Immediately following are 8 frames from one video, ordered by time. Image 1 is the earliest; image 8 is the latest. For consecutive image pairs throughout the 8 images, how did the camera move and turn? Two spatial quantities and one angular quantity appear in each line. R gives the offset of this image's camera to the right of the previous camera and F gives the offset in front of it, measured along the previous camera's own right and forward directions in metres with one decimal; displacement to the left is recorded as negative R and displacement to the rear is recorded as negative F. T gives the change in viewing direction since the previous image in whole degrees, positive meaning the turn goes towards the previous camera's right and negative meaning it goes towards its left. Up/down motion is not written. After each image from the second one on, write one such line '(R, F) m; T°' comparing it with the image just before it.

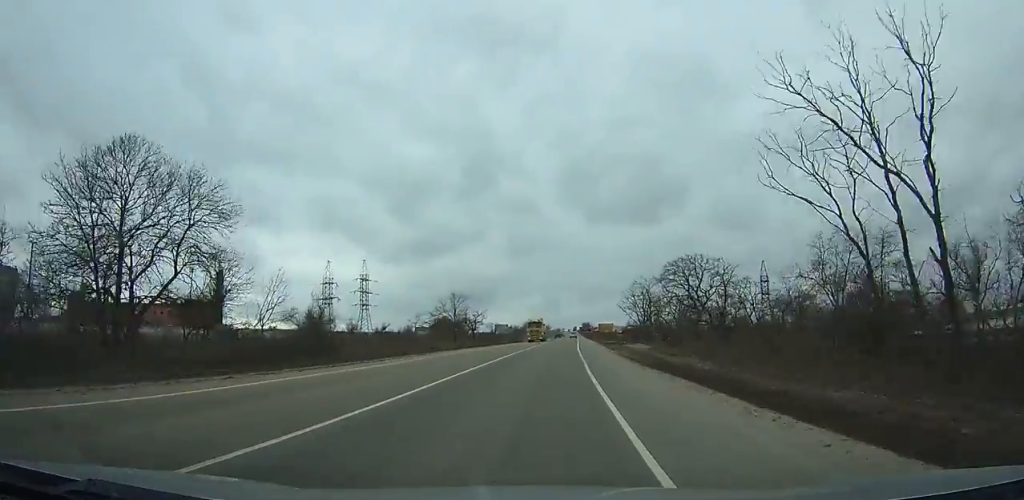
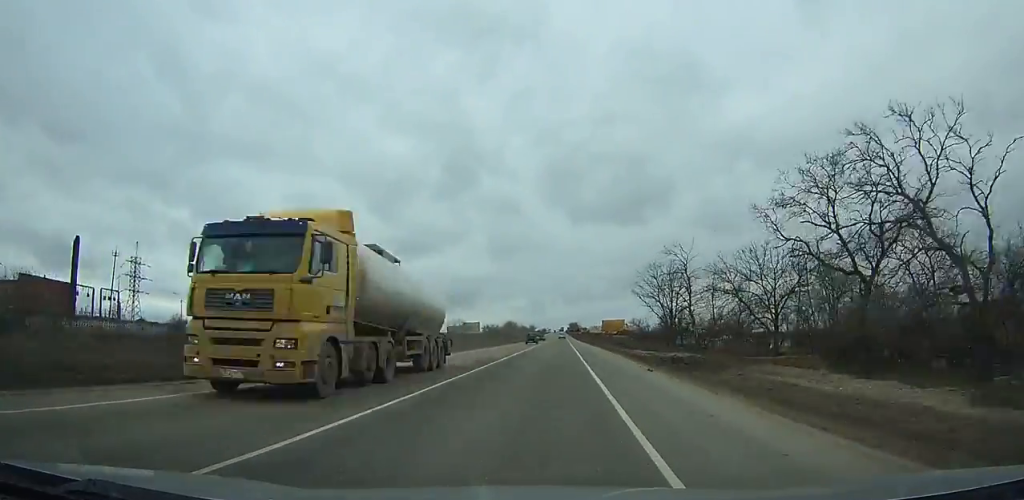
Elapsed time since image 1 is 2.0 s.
(+0.5, +39.9) m; +1°
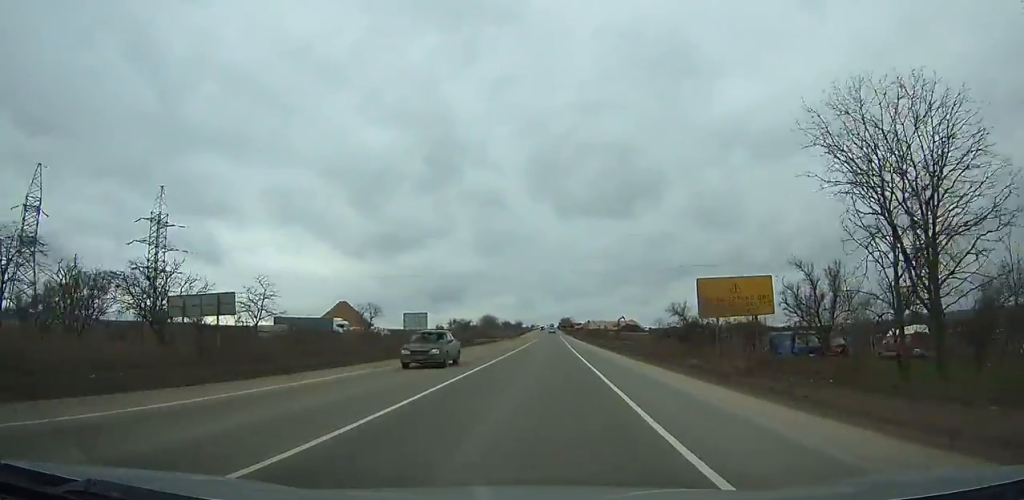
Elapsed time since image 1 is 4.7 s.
(+0.4, +55.5) m; +1°
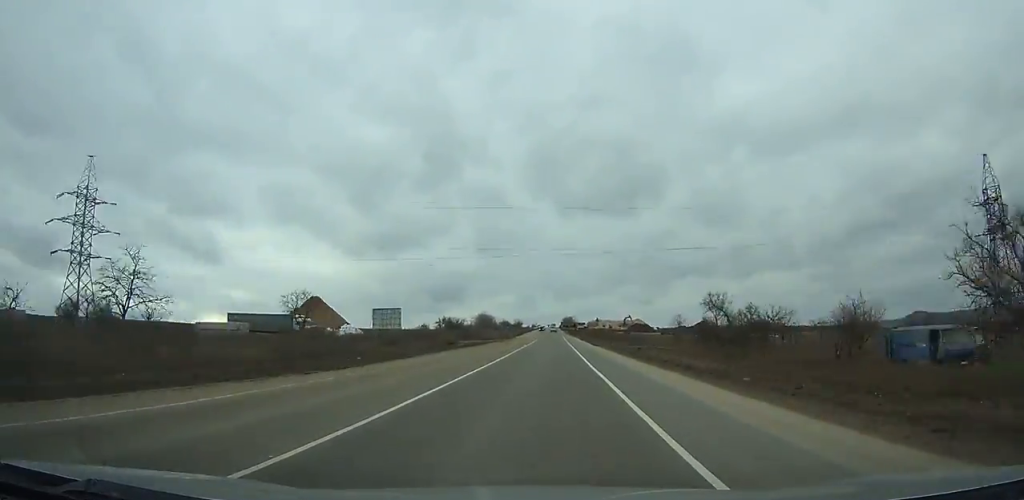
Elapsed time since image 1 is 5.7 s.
(+0.1, +19.1) m; 0°
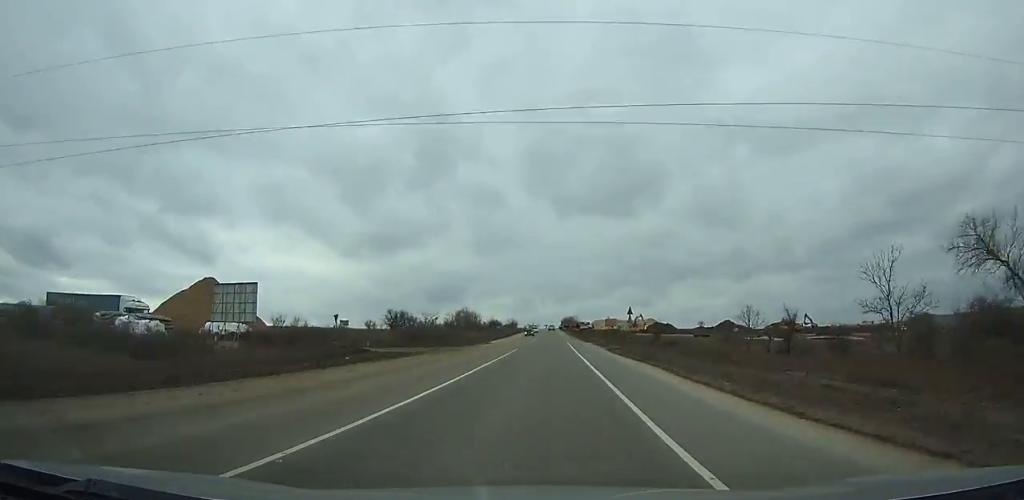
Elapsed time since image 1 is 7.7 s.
(+0.1, +42.3) m; 0°
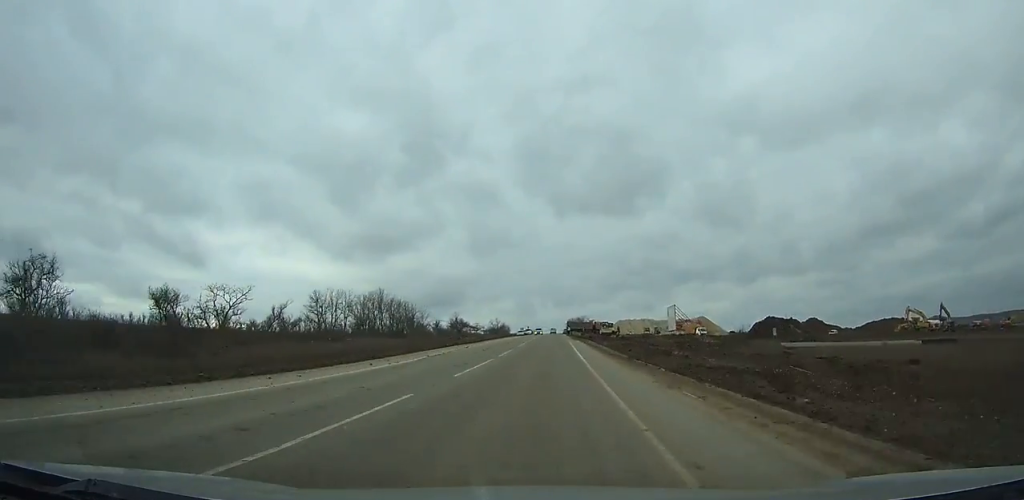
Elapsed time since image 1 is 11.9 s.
(-0.2, +84.3) m; 0°
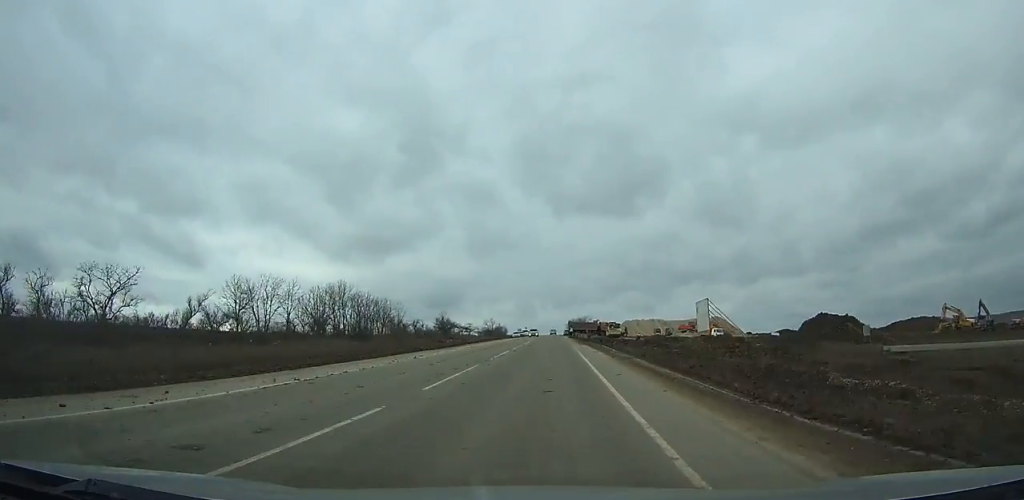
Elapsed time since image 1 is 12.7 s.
(0.0, +15.6) m; 0°
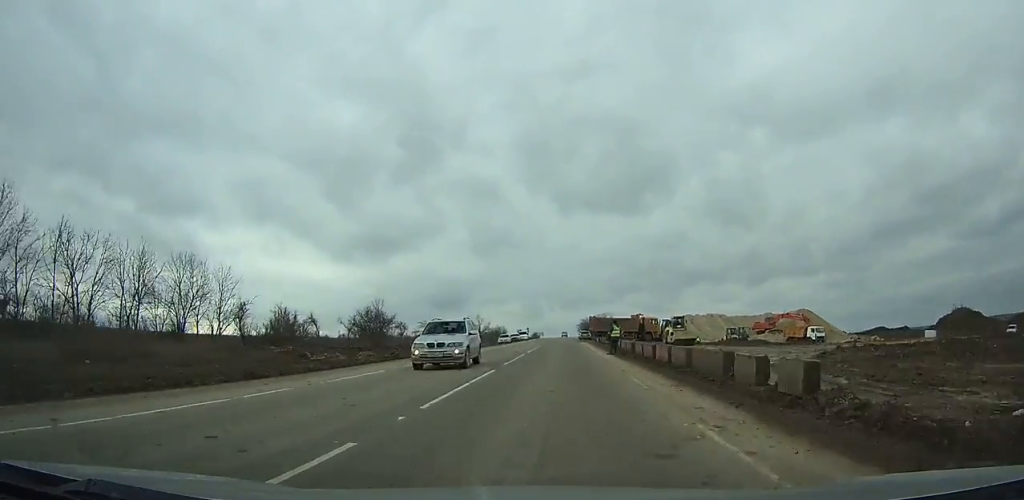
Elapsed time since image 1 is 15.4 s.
(-0.1, +50.1) m; 0°
